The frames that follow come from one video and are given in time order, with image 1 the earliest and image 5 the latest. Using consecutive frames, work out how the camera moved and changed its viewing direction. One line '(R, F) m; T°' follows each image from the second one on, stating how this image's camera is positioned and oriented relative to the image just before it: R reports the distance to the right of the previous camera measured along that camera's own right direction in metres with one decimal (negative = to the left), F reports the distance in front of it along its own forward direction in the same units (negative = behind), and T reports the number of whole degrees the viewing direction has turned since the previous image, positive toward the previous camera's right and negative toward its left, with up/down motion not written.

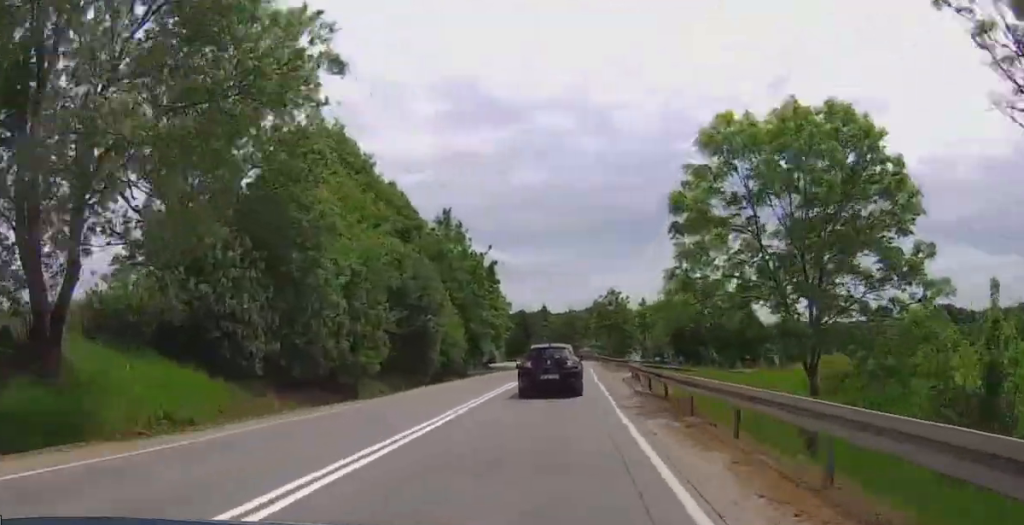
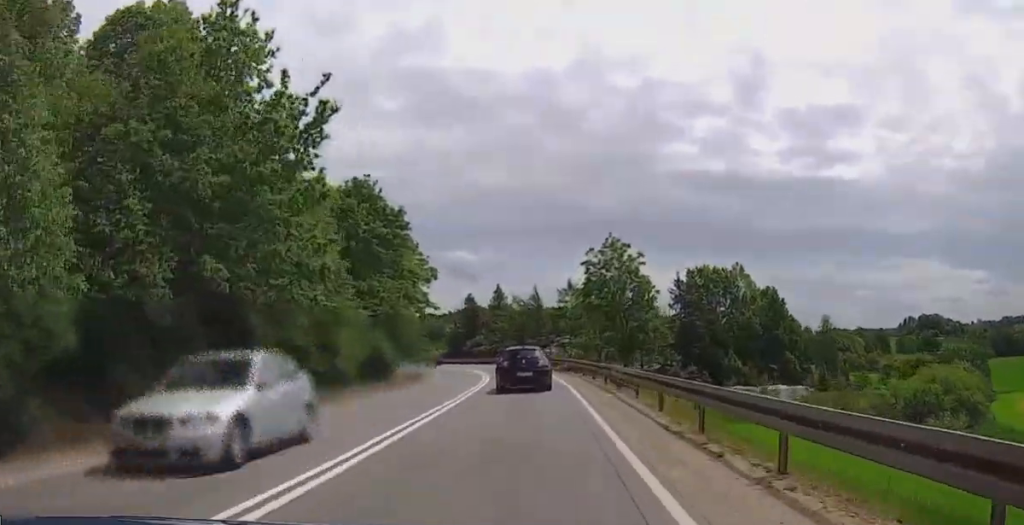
(+2.6, +44.4) m; +5°
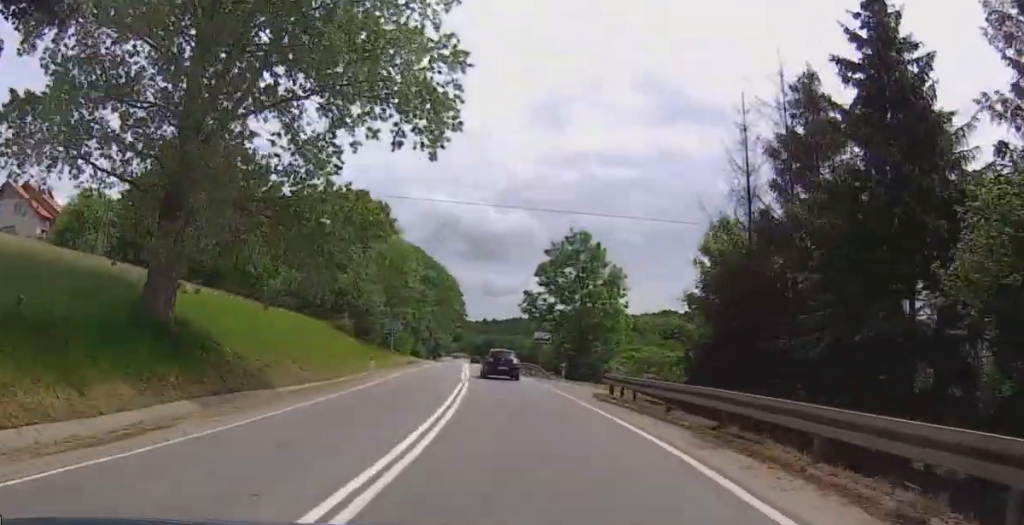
(-12.9, +101.7) m; -17°
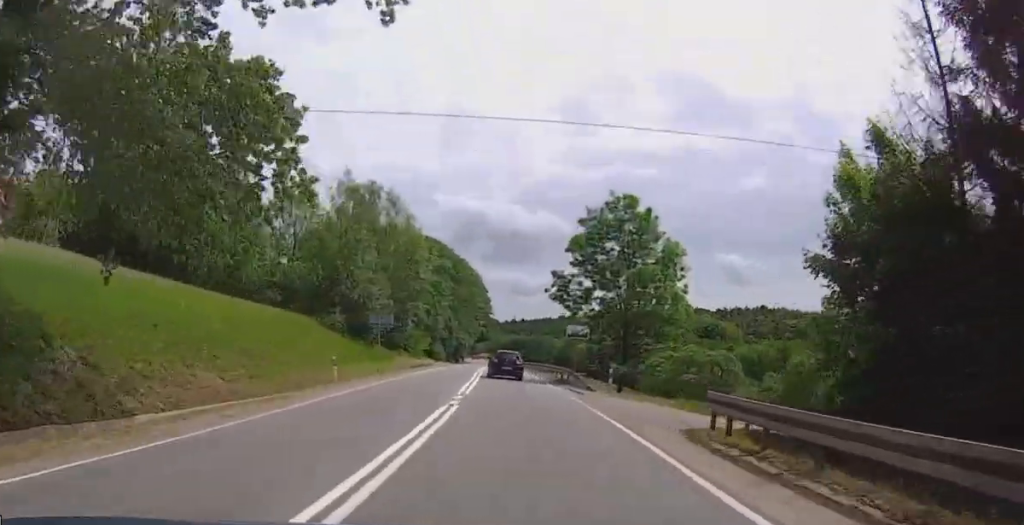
(+0.4, +11.9) m; -4°
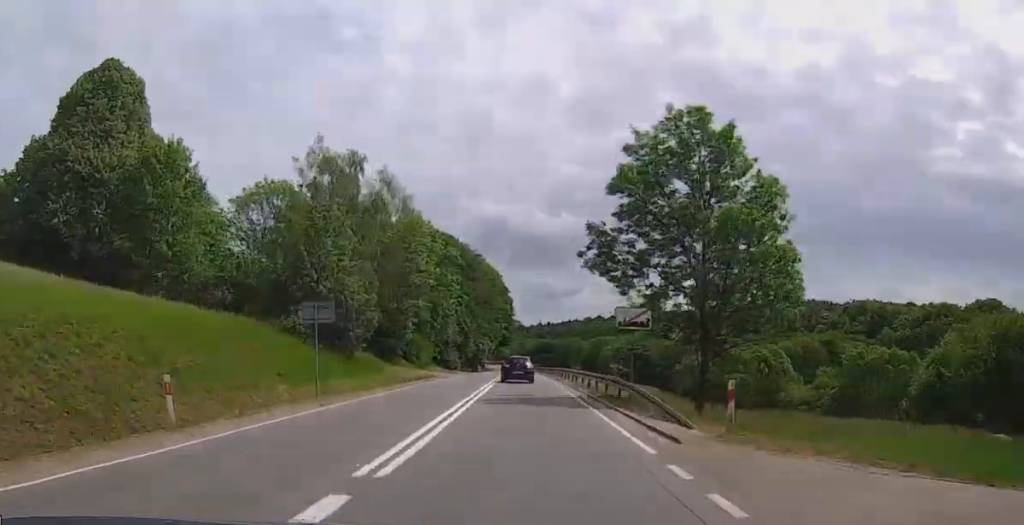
(-1.0, +14.4) m; -3°
